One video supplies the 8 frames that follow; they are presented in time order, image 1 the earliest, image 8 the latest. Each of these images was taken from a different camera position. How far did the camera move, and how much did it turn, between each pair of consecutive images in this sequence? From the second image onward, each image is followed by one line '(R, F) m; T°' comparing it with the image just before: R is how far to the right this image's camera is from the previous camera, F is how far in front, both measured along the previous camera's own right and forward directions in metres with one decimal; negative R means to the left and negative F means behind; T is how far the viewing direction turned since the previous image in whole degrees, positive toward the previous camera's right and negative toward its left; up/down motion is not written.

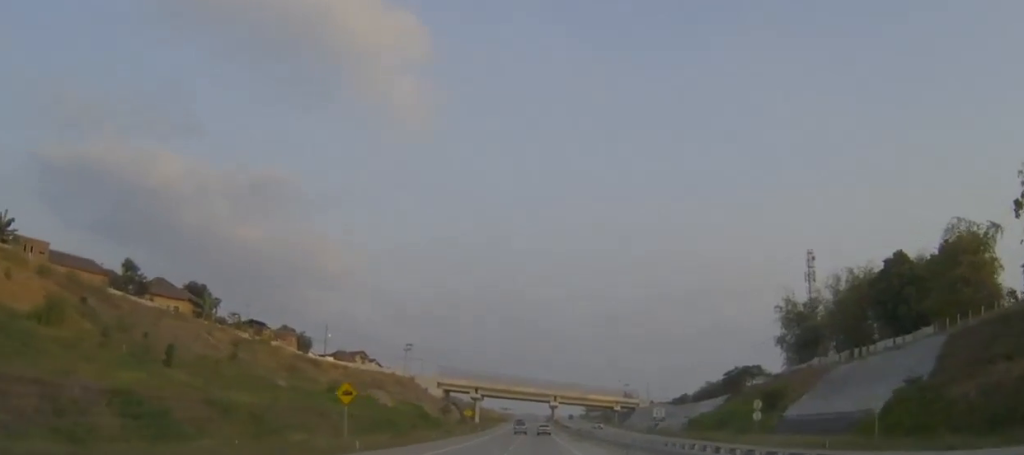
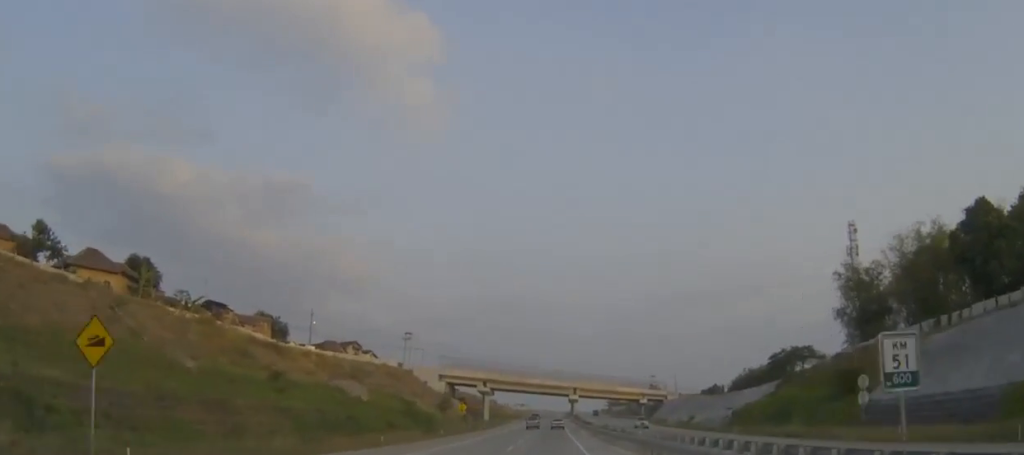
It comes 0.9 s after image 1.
(-0.4, +23.2) m; -2°
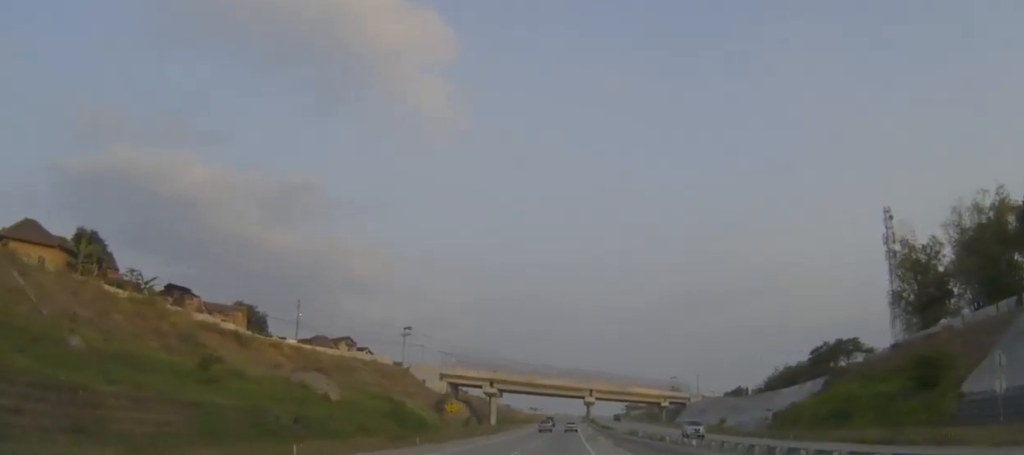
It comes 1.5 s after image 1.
(-0.1, +16.4) m; -1°
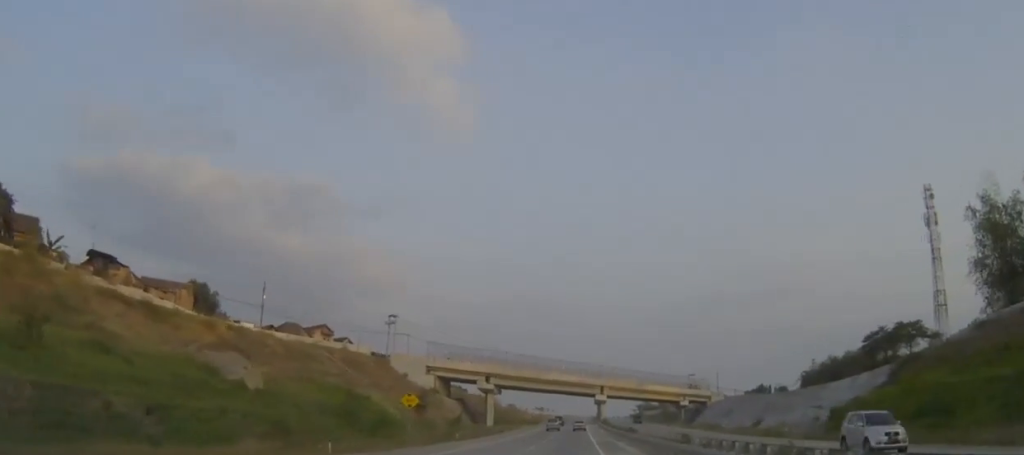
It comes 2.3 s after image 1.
(-0.2, +20.7) m; -1°
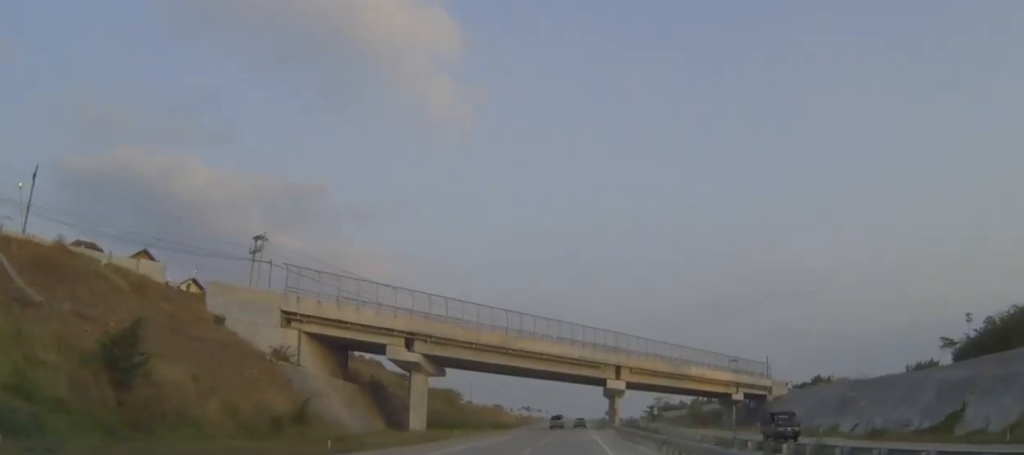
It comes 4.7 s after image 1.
(-0.8, +61.1) m; 0°
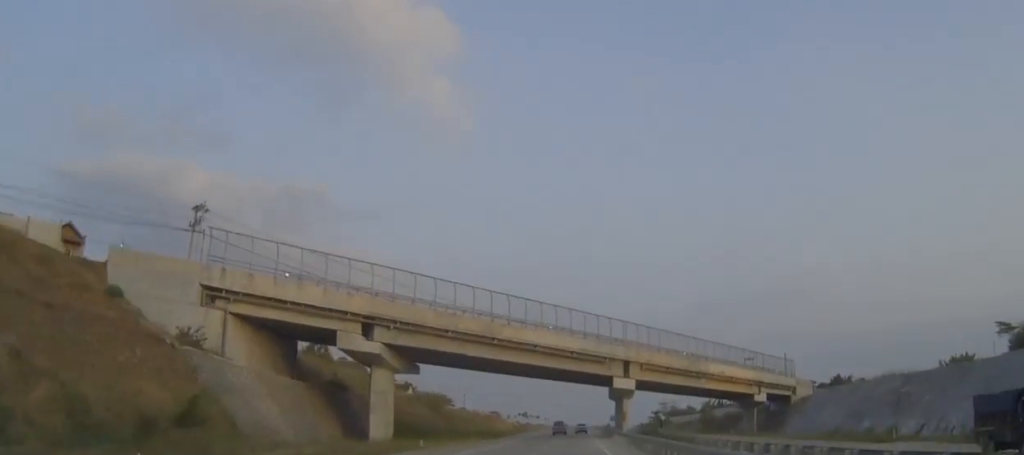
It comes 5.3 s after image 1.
(0.0, +14.6) m; 0°
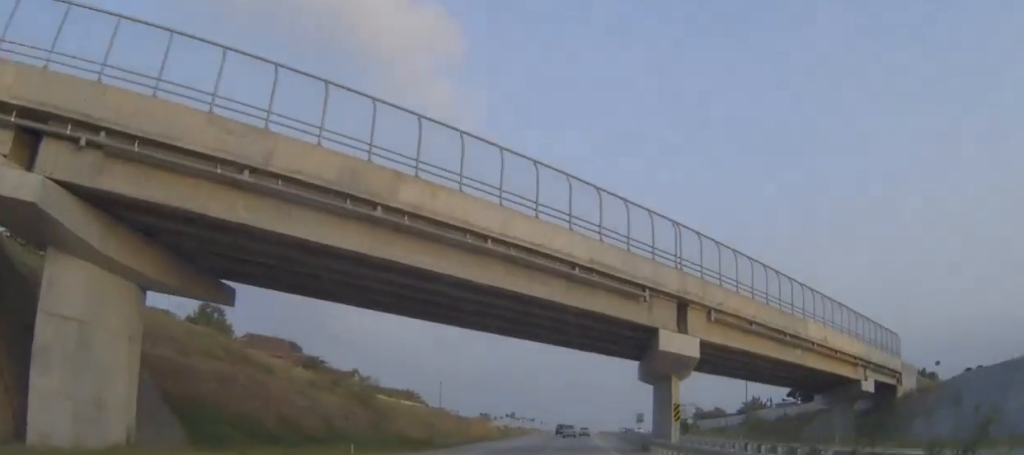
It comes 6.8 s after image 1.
(-0.2, +39.6) m; -1°
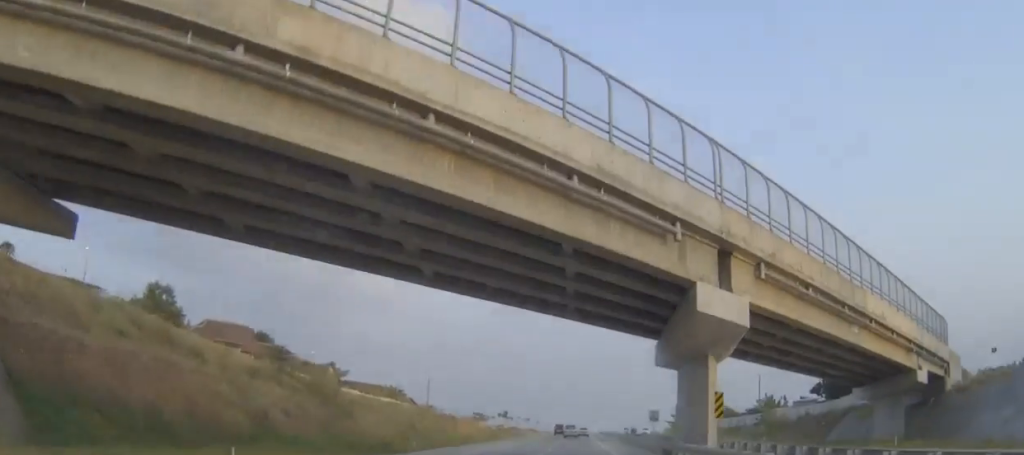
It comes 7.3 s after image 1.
(-0.1, +11.7) m; 0°
